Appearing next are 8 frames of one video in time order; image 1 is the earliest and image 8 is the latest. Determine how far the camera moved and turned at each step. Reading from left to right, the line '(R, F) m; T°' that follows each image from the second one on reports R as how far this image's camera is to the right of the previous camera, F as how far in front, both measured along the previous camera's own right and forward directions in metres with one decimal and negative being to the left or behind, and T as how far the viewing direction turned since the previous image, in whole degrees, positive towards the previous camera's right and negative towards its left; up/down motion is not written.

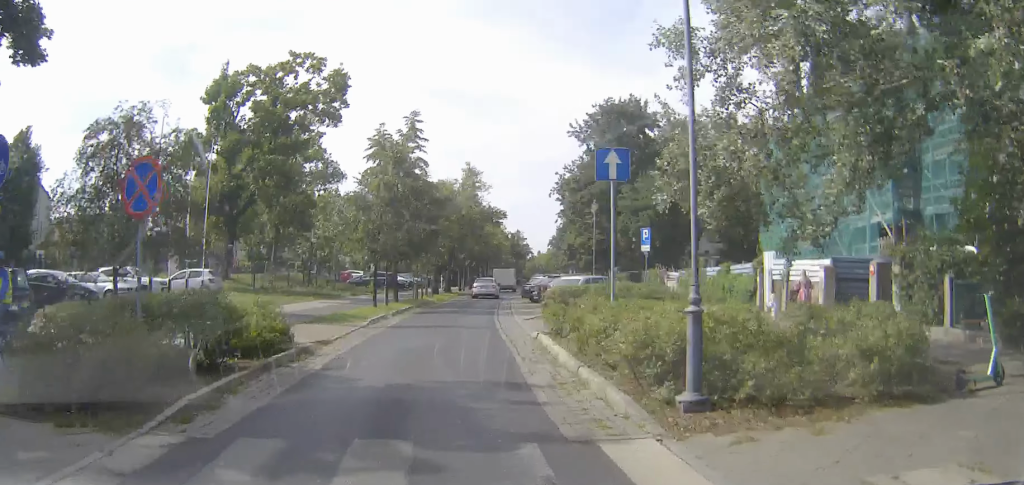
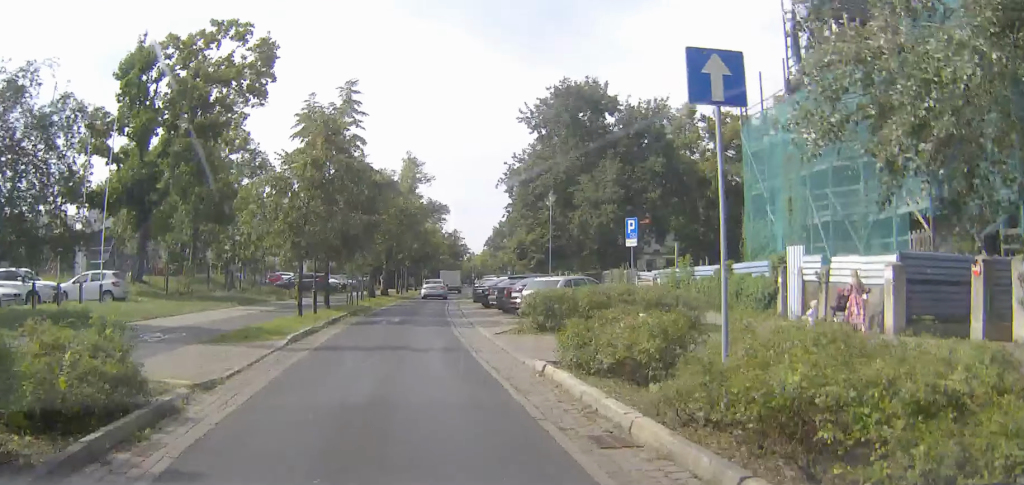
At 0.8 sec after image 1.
(0.0, +6.2) m; +1°
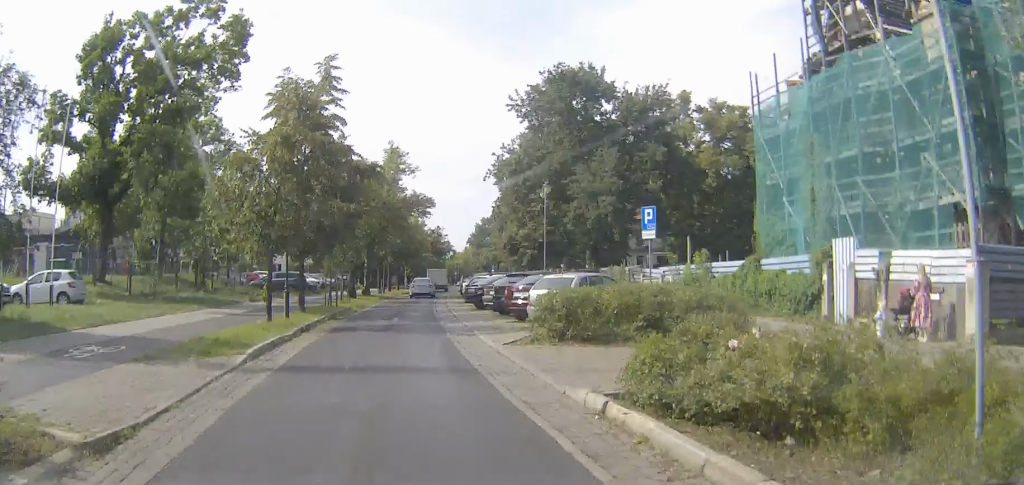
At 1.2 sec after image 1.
(0.0, +3.5) m; +1°
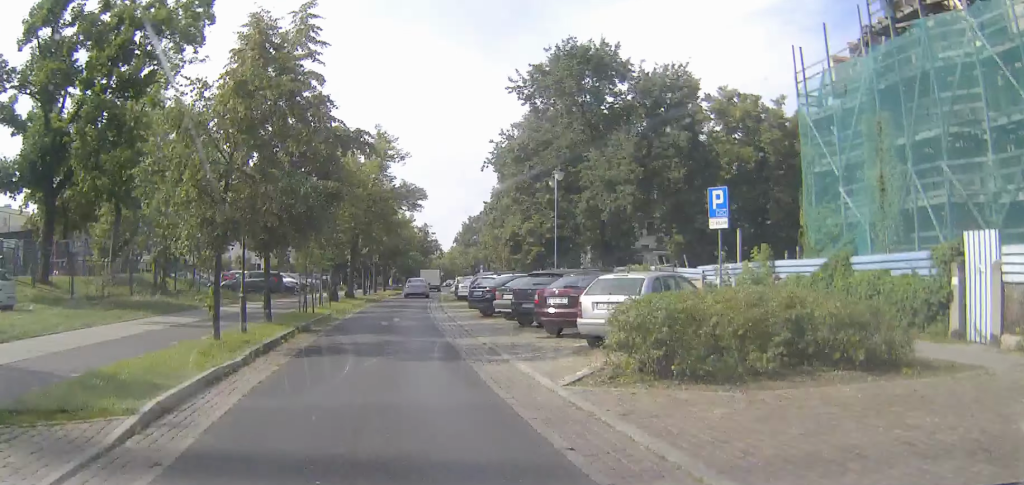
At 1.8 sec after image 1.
(+0.1, +5.8) m; +1°
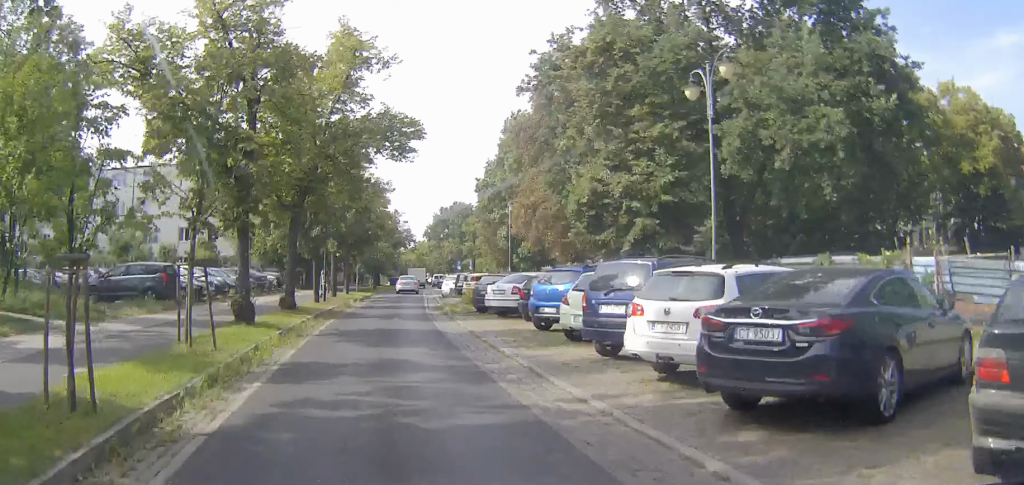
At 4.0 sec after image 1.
(+0.9, +21.2) m; +4°
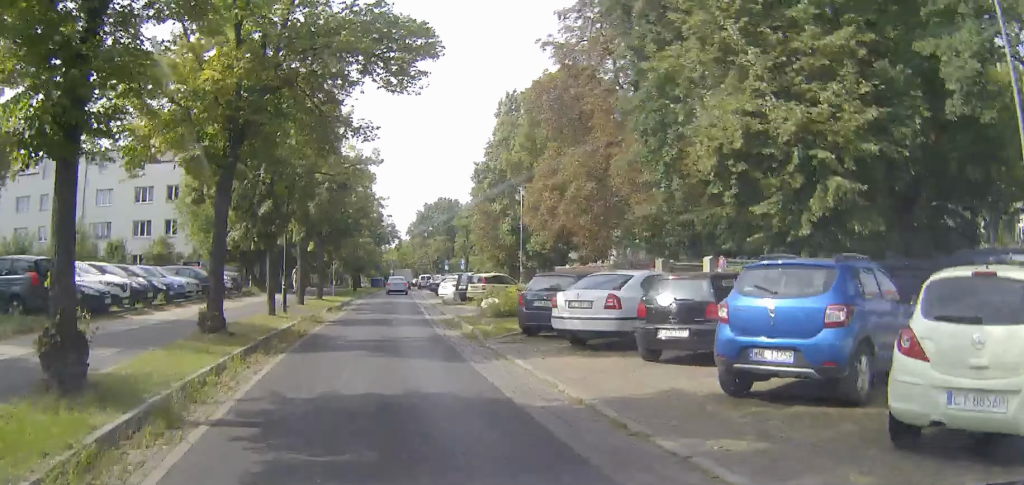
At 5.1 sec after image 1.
(+0.1, +10.9) m; +1°
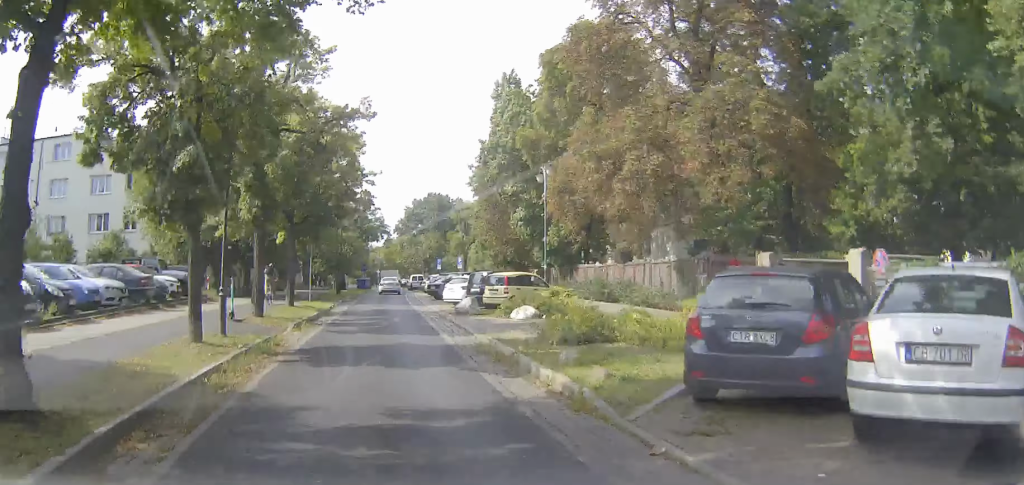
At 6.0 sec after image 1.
(+0.1, +9.5) m; +1°
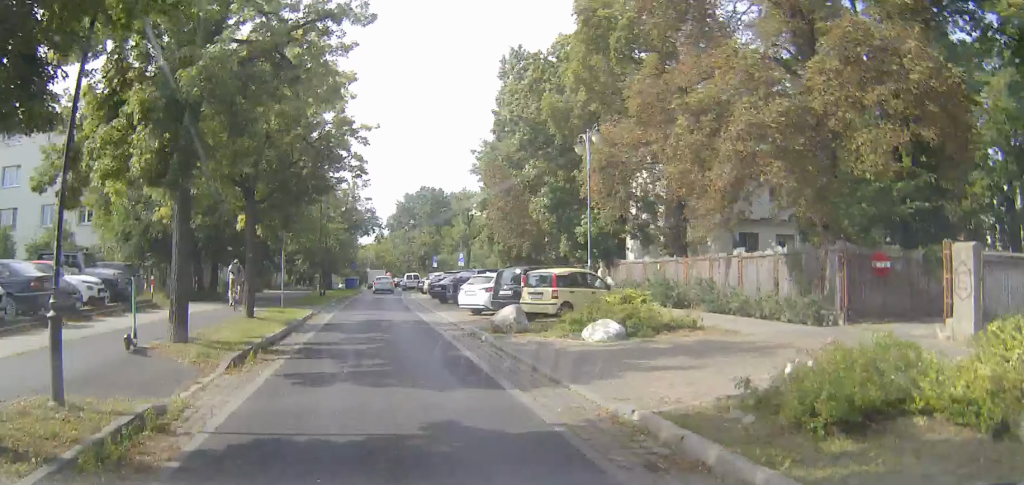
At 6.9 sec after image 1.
(+0.1, +8.9) m; +1°
